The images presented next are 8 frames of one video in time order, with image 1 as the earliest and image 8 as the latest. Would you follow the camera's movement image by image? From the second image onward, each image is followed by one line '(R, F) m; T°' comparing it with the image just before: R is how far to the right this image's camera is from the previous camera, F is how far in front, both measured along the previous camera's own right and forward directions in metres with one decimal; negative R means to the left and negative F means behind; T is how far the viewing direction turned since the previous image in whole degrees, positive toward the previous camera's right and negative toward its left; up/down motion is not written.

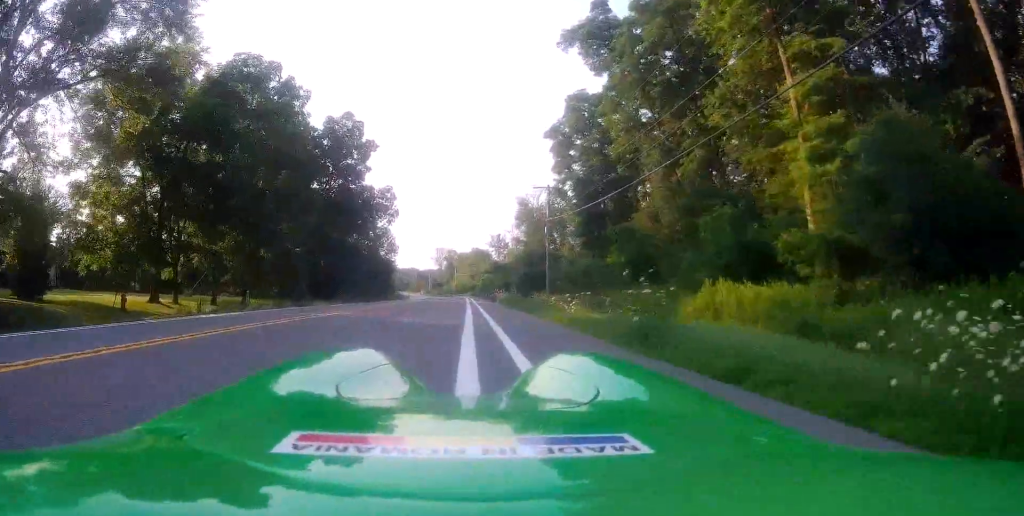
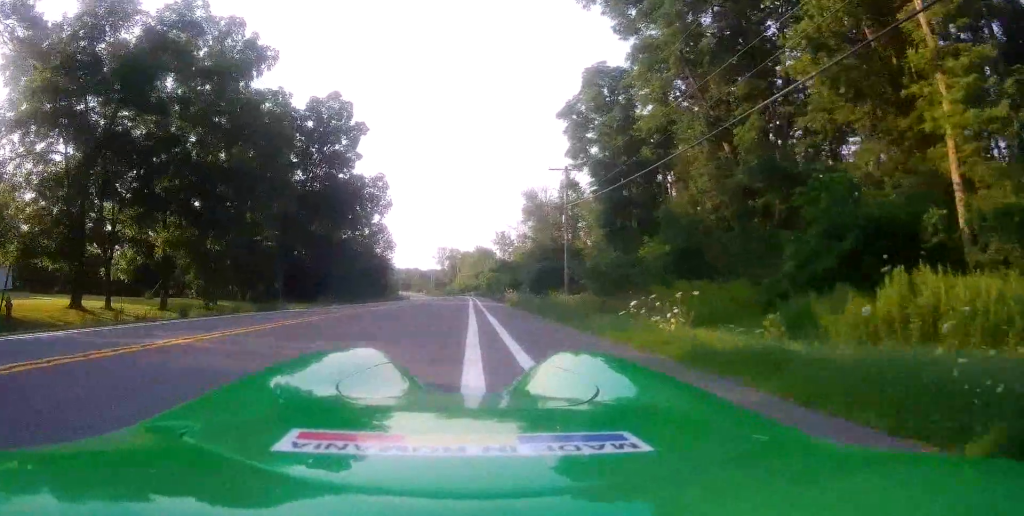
(+0.3, +9.0) m; -1°
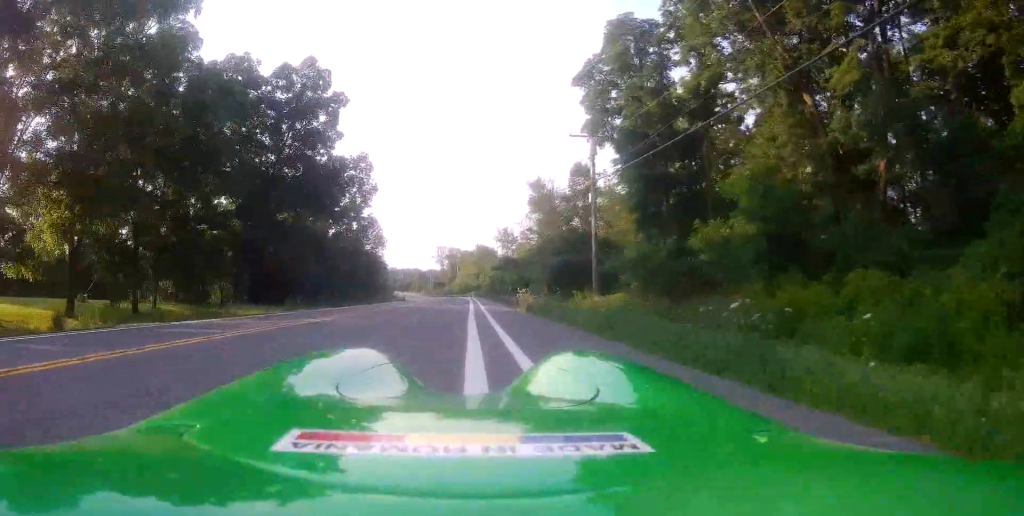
(-1.0, +10.1) m; -5°
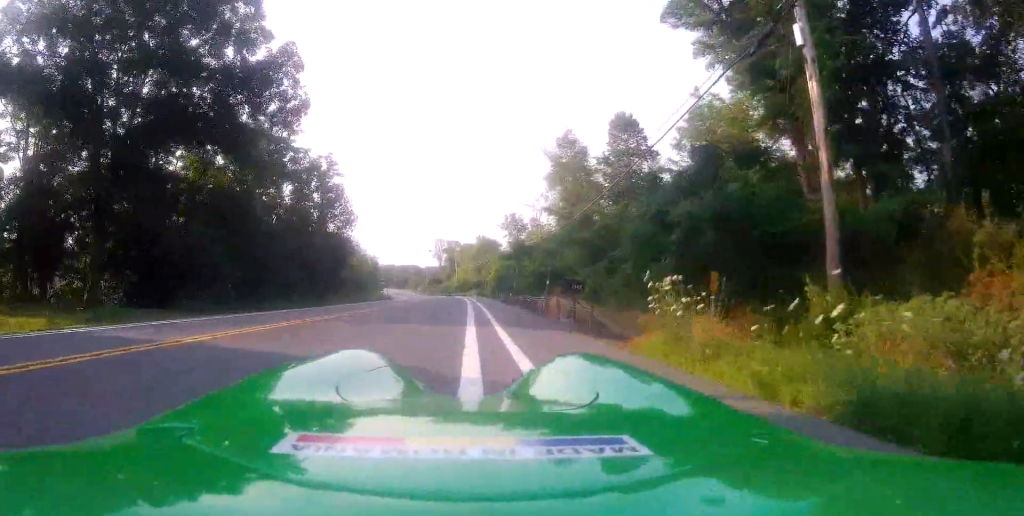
(+0.5, +22.8) m; -1°
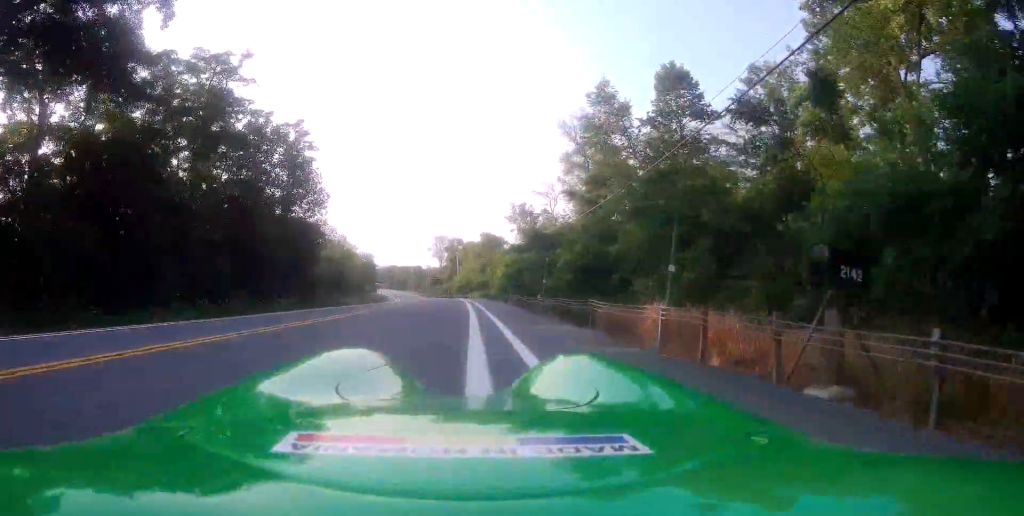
(-0.5, +14.0) m; -1°
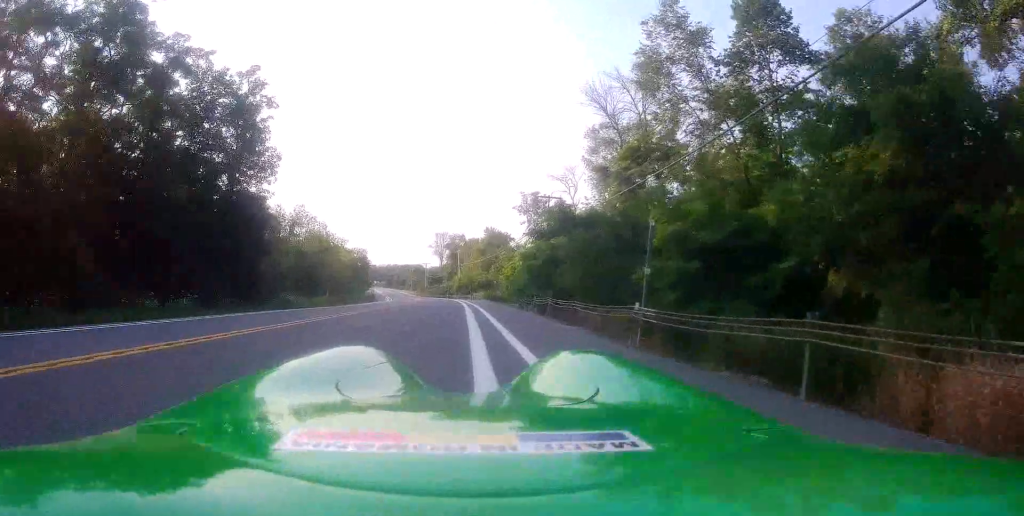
(+0.2, +13.9) m; +2°
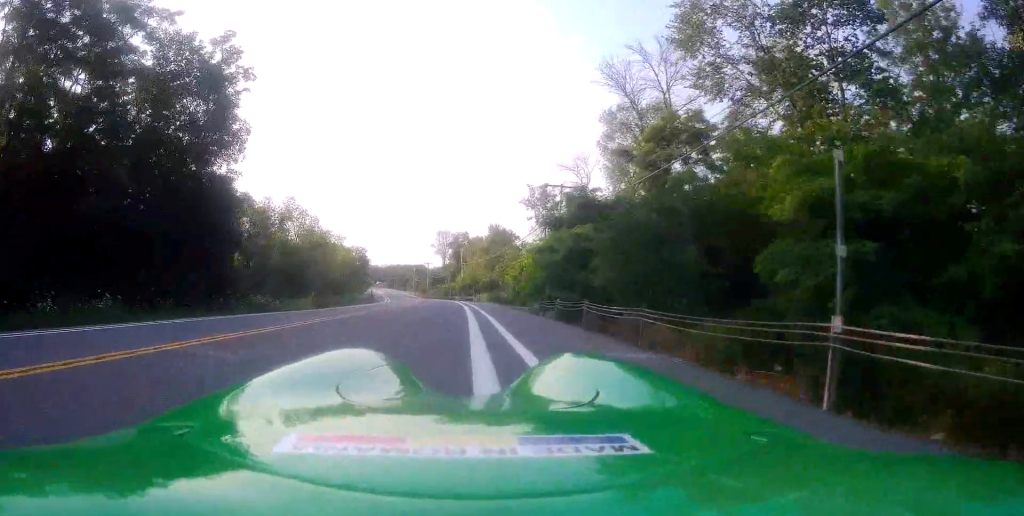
(-0.1, +5.7) m; 0°
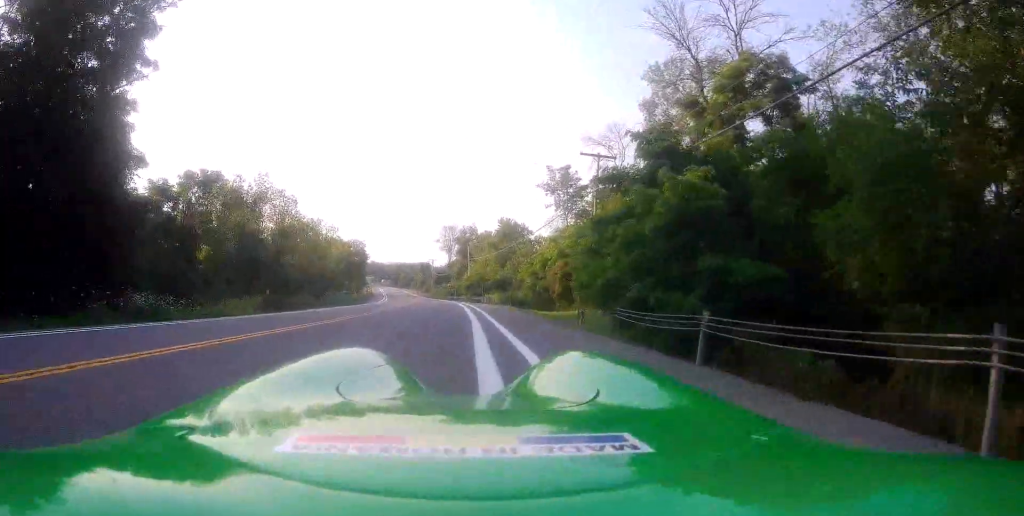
(+0.4, +11.7) m; -2°
